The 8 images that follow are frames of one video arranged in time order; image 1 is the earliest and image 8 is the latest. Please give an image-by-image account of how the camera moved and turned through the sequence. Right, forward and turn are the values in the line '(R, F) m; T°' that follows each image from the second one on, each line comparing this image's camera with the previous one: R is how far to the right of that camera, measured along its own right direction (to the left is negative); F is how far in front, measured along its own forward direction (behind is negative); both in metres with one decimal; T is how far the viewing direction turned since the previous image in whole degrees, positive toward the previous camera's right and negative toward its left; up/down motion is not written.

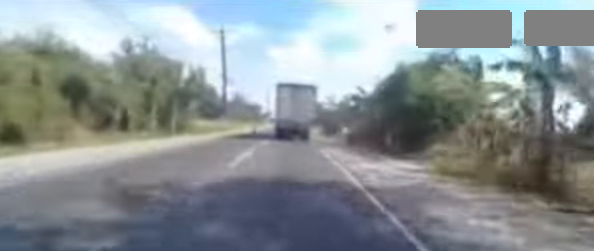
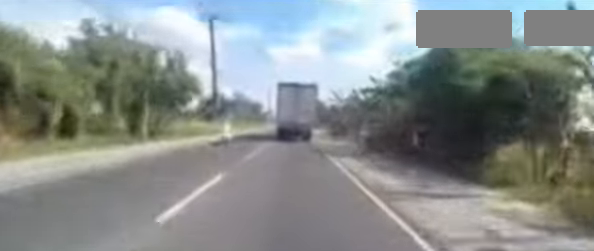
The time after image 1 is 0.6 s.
(+0.2, +5.2) m; +2°
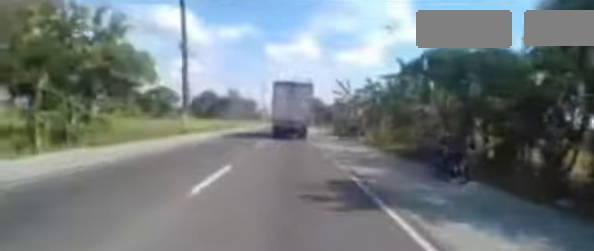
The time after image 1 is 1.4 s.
(+0.2, +7.4) m; +2°
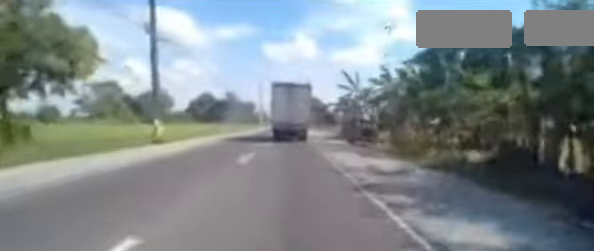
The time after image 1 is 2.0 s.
(0.0, +4.9) m; 0°
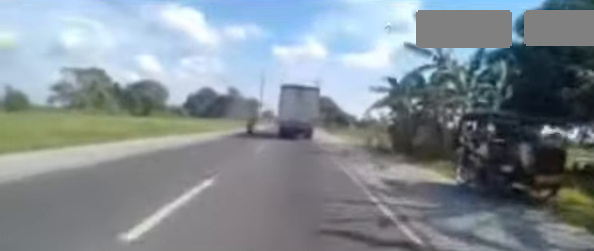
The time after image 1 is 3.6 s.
(0.0, +15.3) m; 0°
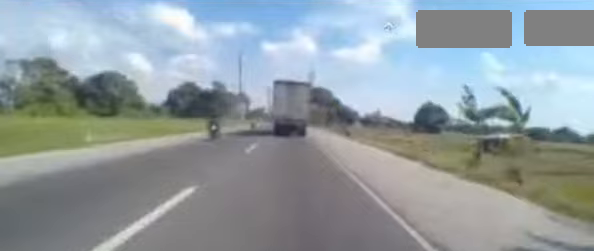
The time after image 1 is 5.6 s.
(+0.5, +18.9) m; +3°
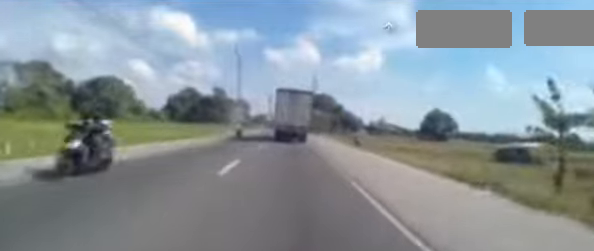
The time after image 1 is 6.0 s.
(+0.2, +4.0) m; 0°
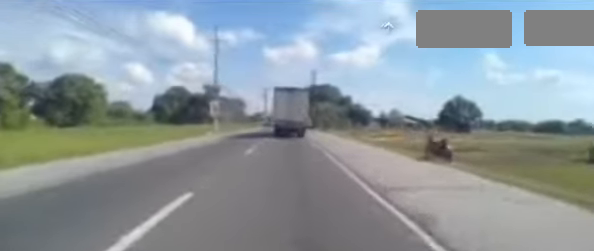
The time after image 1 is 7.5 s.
(-0.7, +14.3) m; -4°
